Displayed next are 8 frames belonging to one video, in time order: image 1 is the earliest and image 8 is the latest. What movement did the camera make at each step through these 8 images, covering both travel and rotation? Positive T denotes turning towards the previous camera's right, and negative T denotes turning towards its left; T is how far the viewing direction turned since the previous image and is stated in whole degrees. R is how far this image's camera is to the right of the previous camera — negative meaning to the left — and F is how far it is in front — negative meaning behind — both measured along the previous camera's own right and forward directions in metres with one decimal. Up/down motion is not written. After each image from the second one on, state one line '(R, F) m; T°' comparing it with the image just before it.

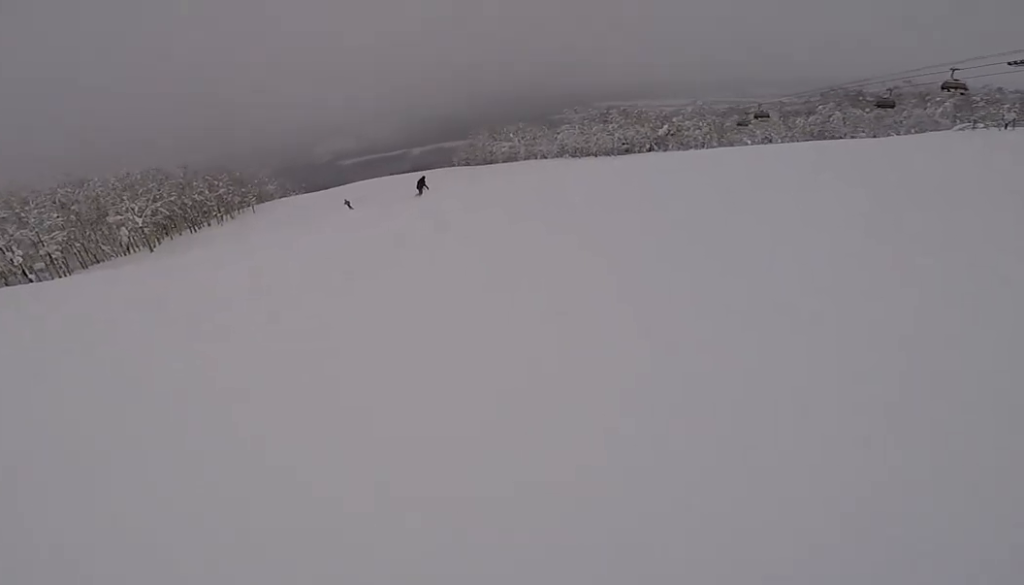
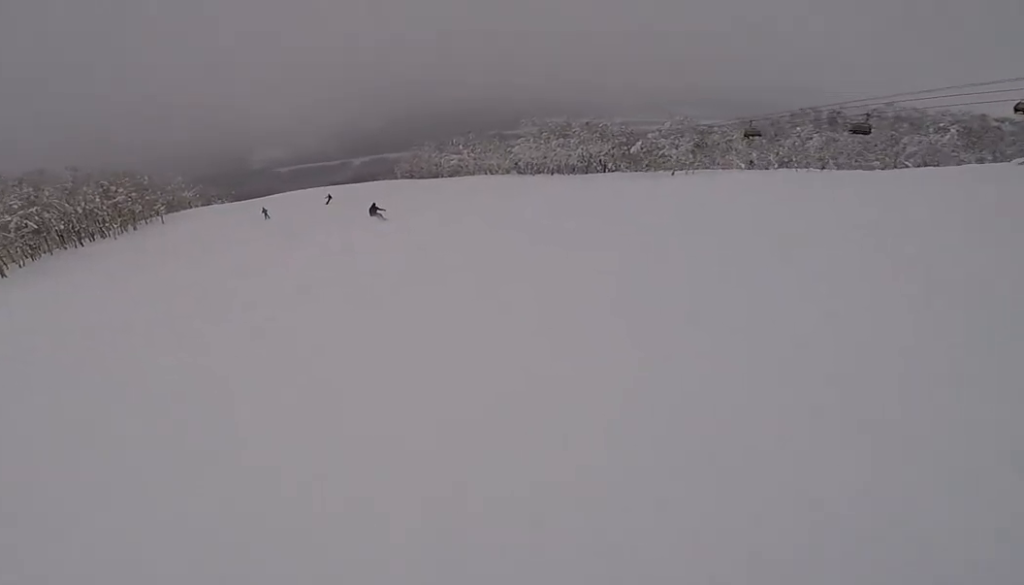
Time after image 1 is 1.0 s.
(+2.9, +10.7) m; +7°
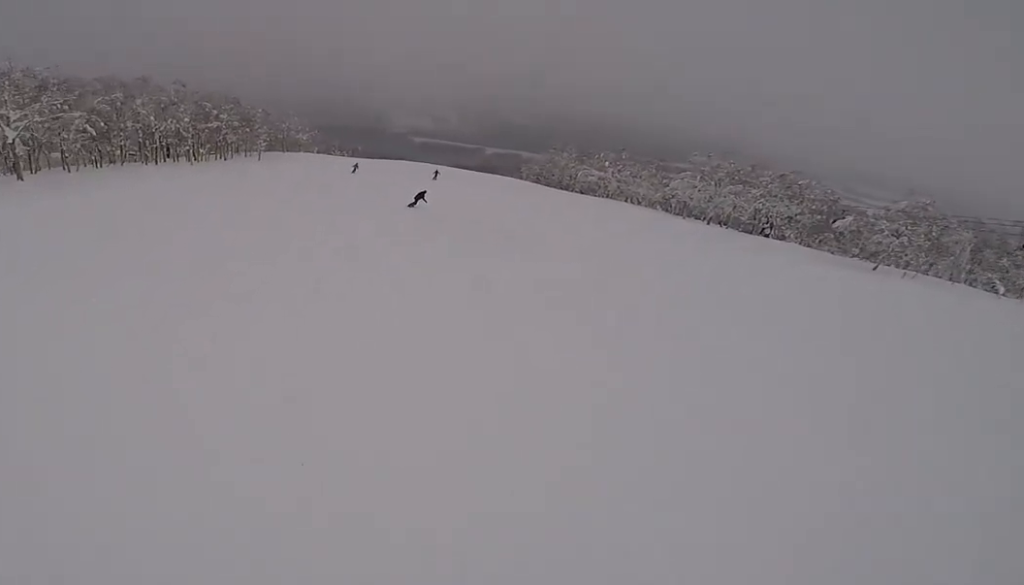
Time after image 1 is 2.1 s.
(-1.7, +11.6) m; -14°
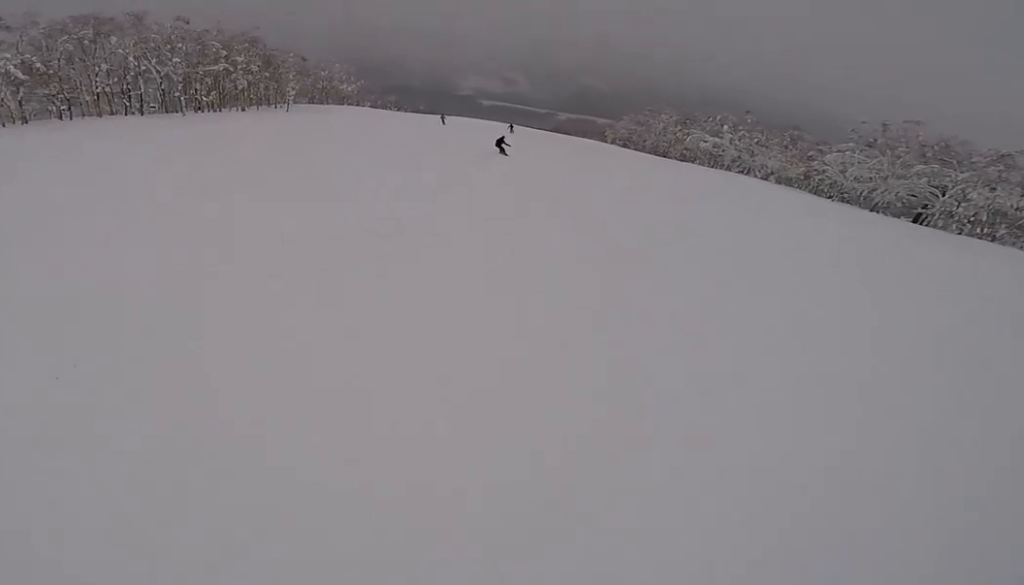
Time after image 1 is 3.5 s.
(-1.6, +15.5) m; -8°
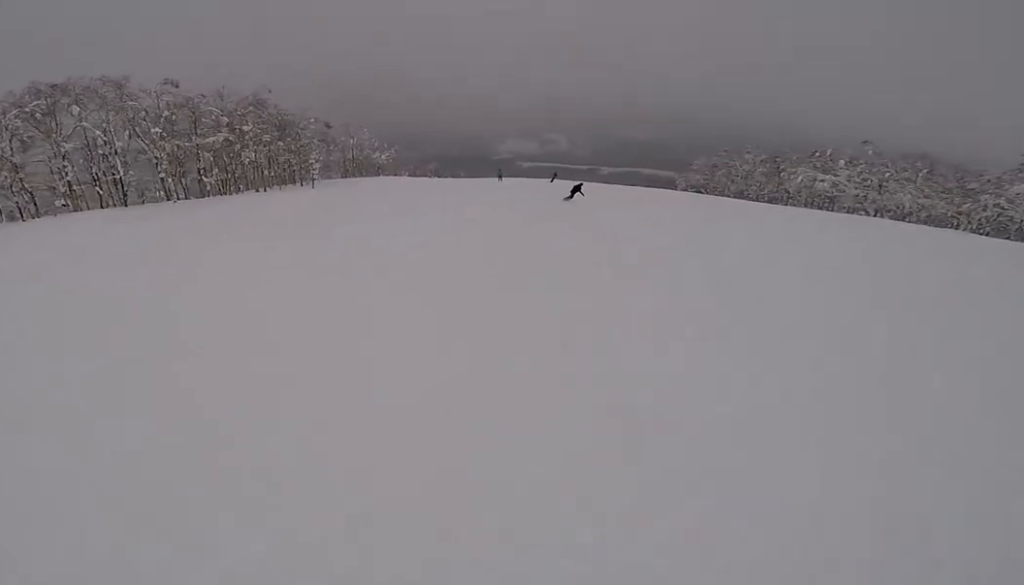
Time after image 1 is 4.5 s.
(-0.3, +11.4) m; +2°
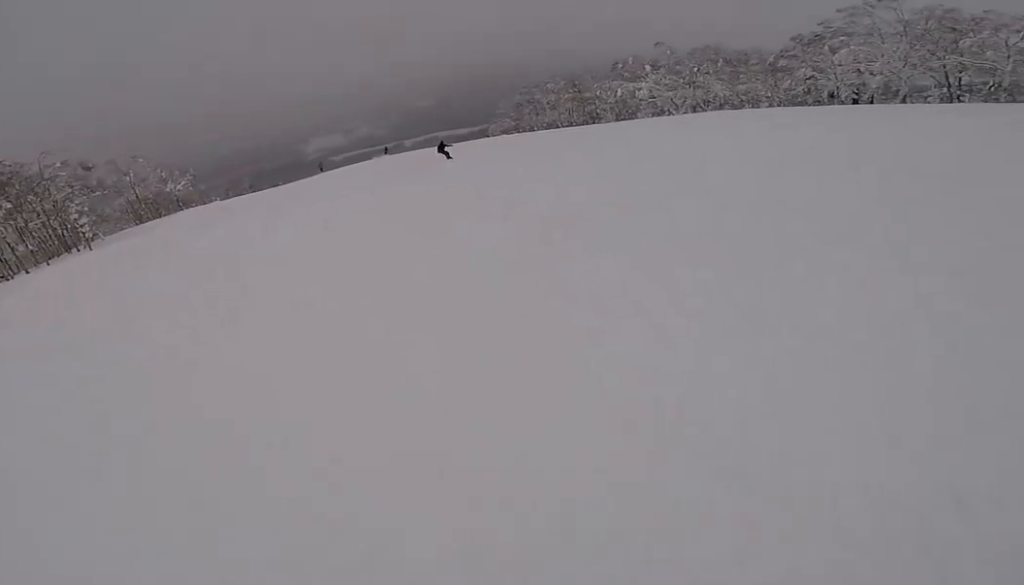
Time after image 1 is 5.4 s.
(+0.4, +10.2) m; +8°
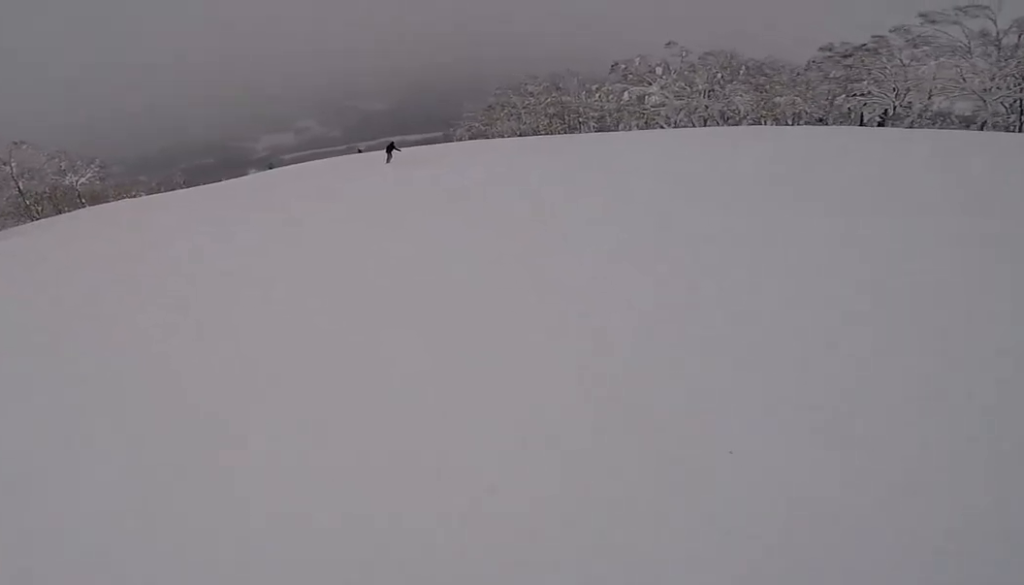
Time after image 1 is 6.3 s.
(+1.2, +10.2) m; +8°
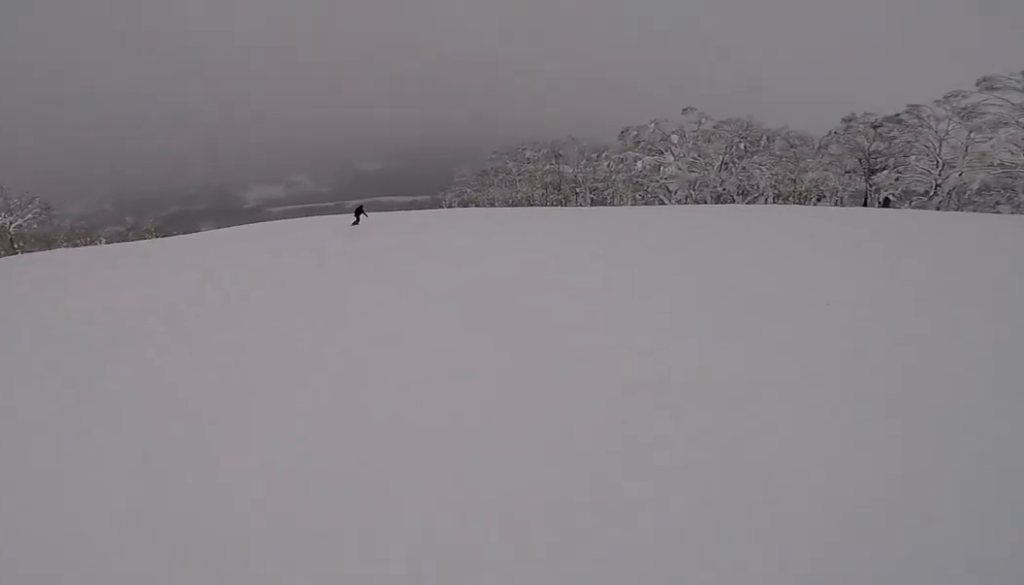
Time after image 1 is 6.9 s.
(-0.2, +6.8) m; +4°
